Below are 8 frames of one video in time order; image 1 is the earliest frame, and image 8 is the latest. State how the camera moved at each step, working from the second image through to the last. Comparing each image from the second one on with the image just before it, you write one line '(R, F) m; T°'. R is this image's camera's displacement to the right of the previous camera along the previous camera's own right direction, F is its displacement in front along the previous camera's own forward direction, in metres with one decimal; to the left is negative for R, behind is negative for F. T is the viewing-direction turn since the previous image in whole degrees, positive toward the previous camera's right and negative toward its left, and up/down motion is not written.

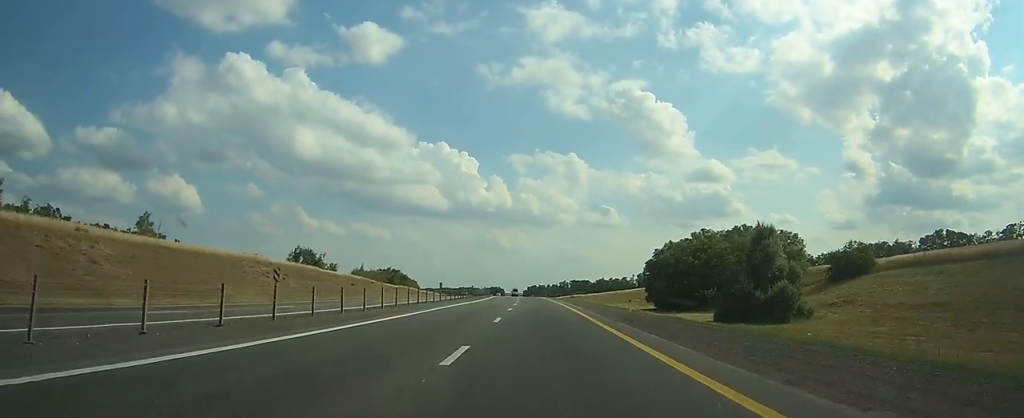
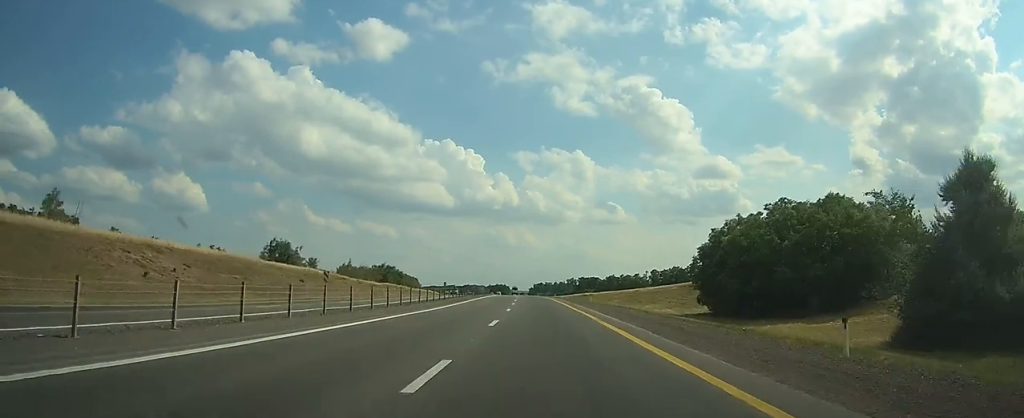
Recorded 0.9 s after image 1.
(0.0, +26.5) m; 0°
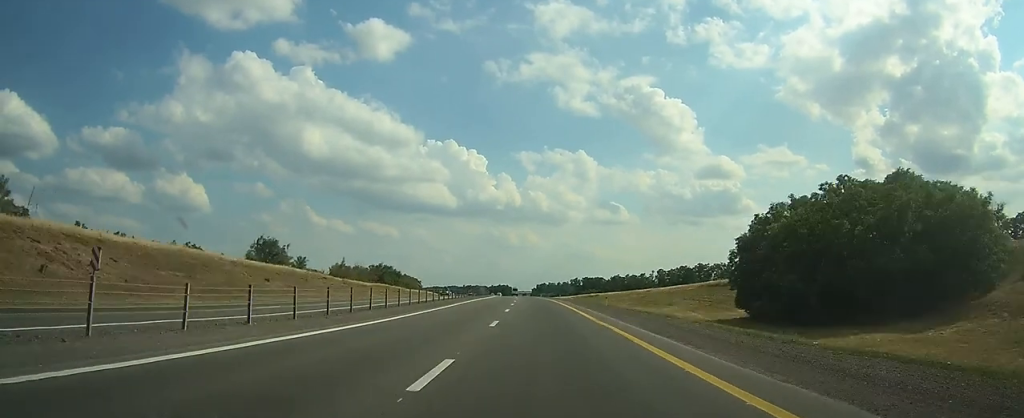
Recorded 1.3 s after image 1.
(0.0, +11.8) m; 0°
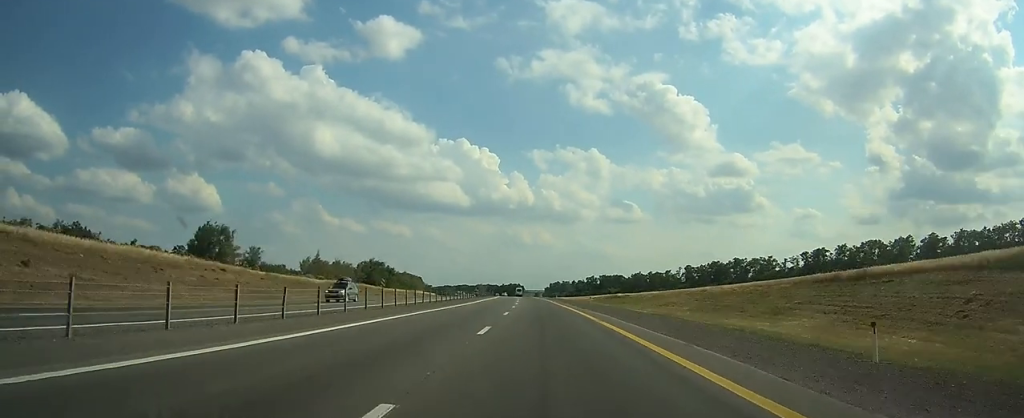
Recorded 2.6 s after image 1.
(-0.4, +39.5) m; -2°
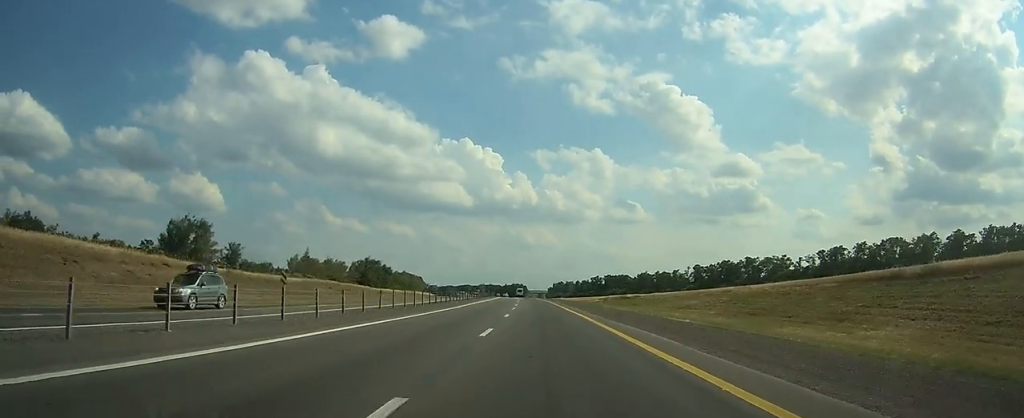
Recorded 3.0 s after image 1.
(0.0, +11.9) m; -1°
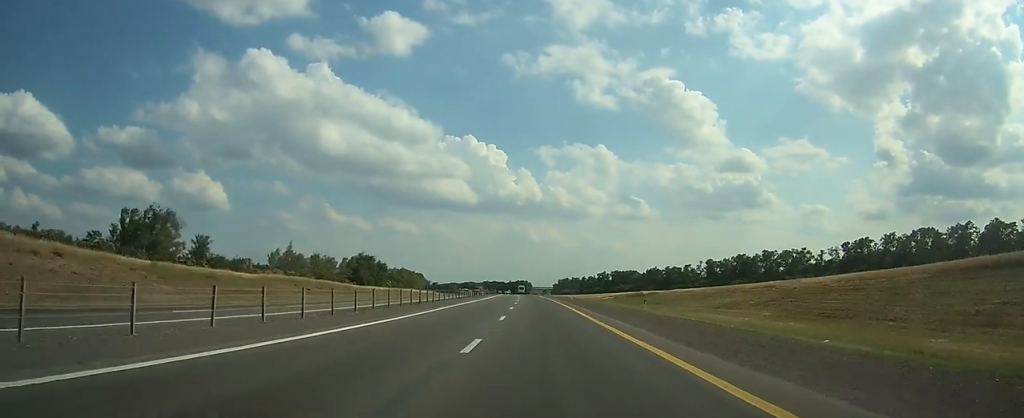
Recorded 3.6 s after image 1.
(-0.2, +15.9) m; -1°
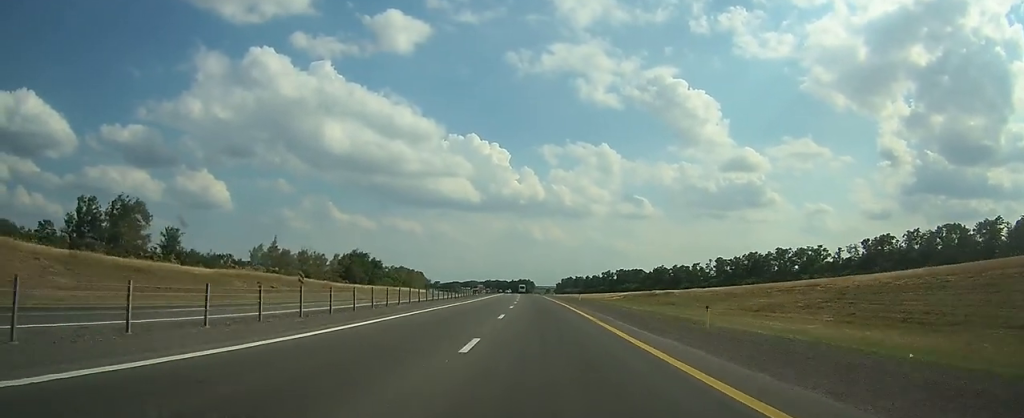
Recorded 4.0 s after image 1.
(-0.1, +12.0) m; 0°
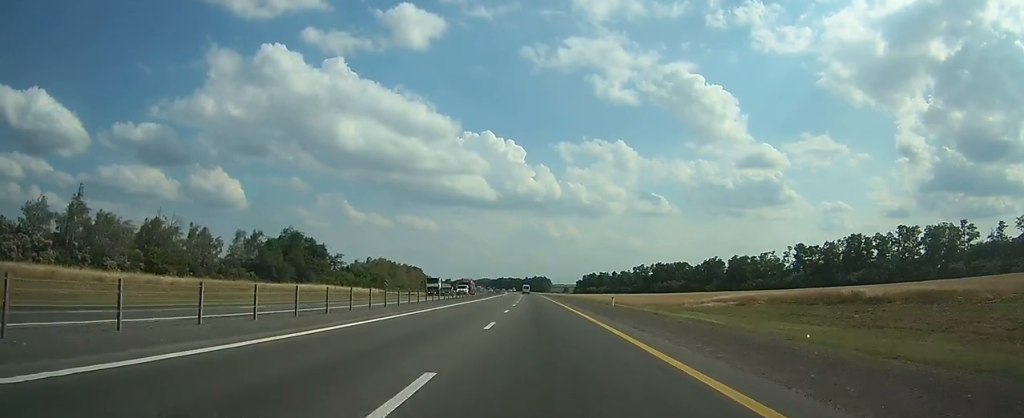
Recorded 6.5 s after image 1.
(-0.6, +77.3) m; -1°
